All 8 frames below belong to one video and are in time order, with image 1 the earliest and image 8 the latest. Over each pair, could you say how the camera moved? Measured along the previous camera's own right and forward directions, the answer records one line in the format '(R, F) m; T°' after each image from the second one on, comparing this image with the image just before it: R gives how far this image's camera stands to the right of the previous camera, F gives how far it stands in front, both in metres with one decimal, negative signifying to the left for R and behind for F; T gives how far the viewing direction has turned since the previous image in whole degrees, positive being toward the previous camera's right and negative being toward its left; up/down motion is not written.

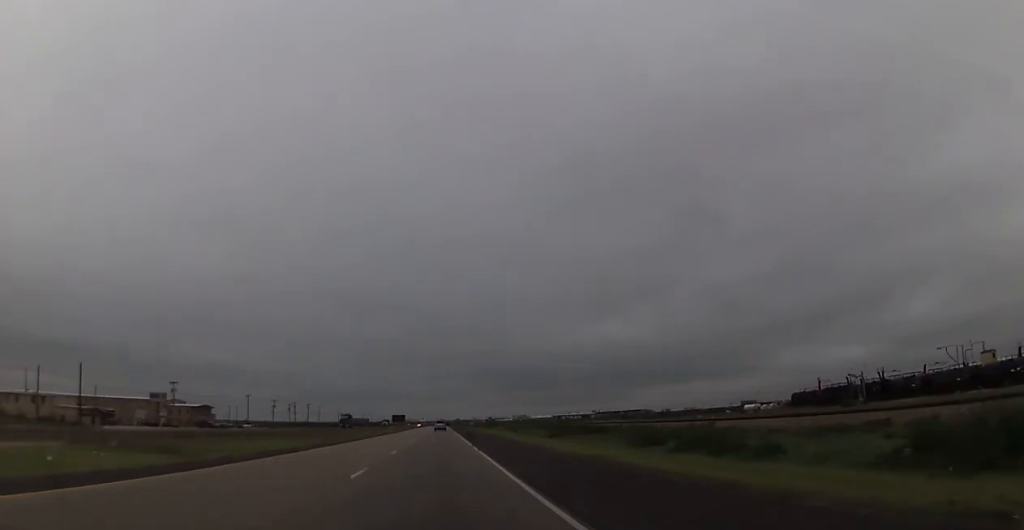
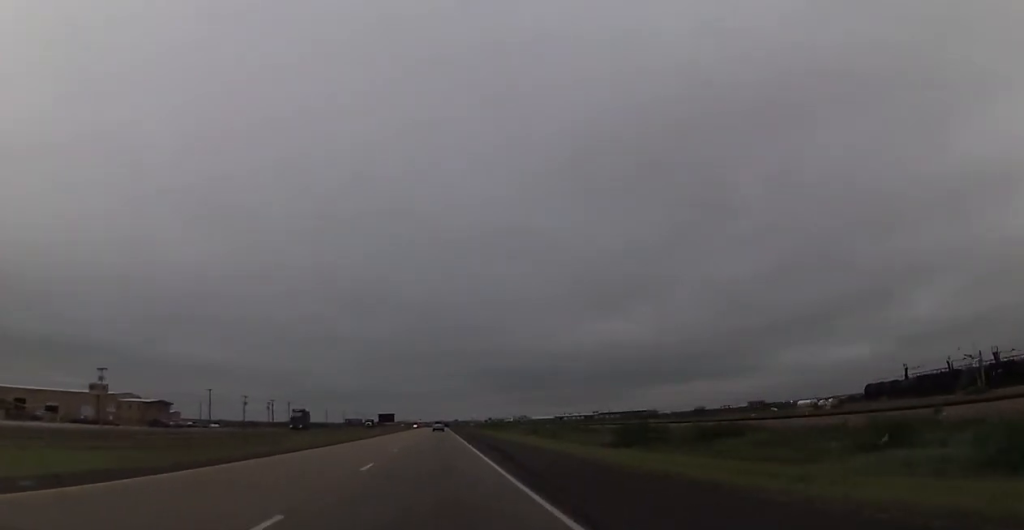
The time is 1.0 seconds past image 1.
(0.0, +34.2) m; 0°
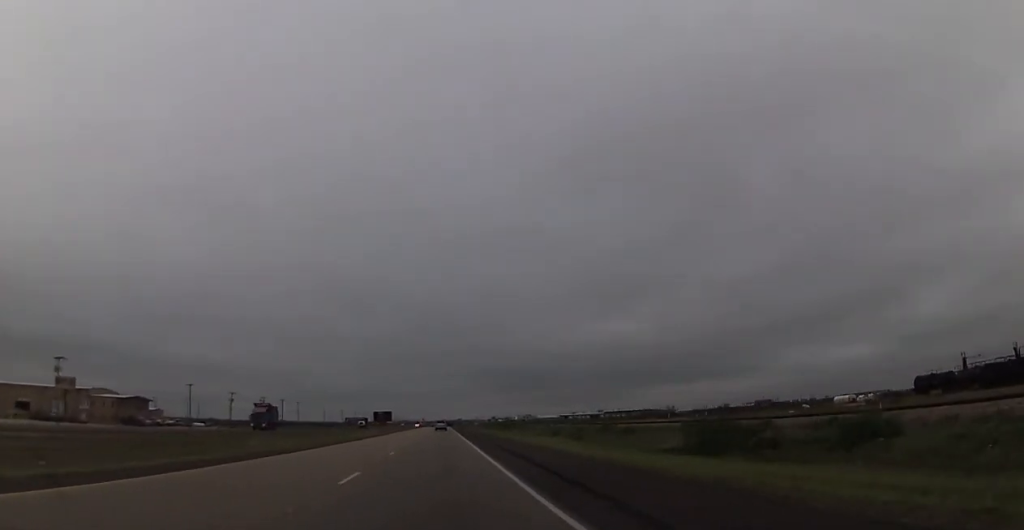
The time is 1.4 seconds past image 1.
(-0.2, +16.6) m; 0°
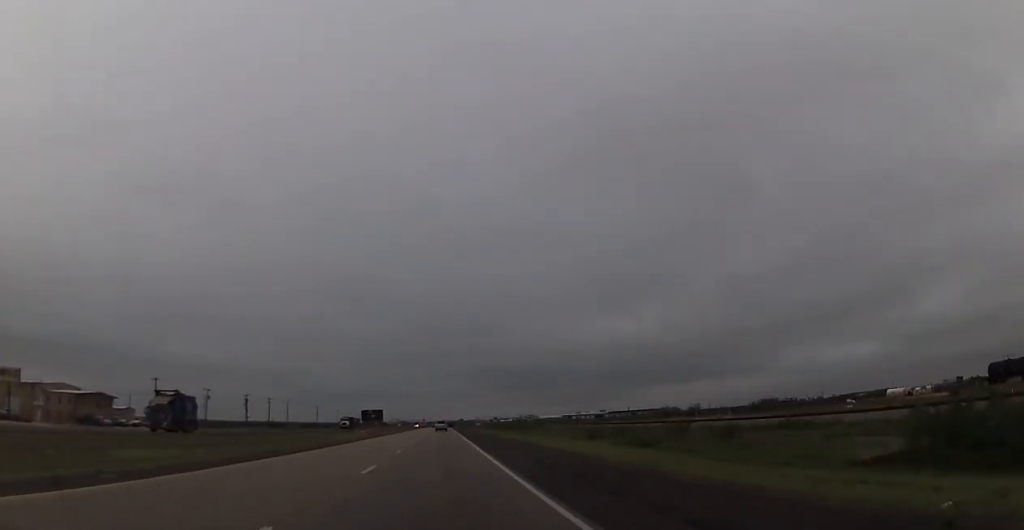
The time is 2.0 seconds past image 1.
(+0.2, +21.3) m; 0°
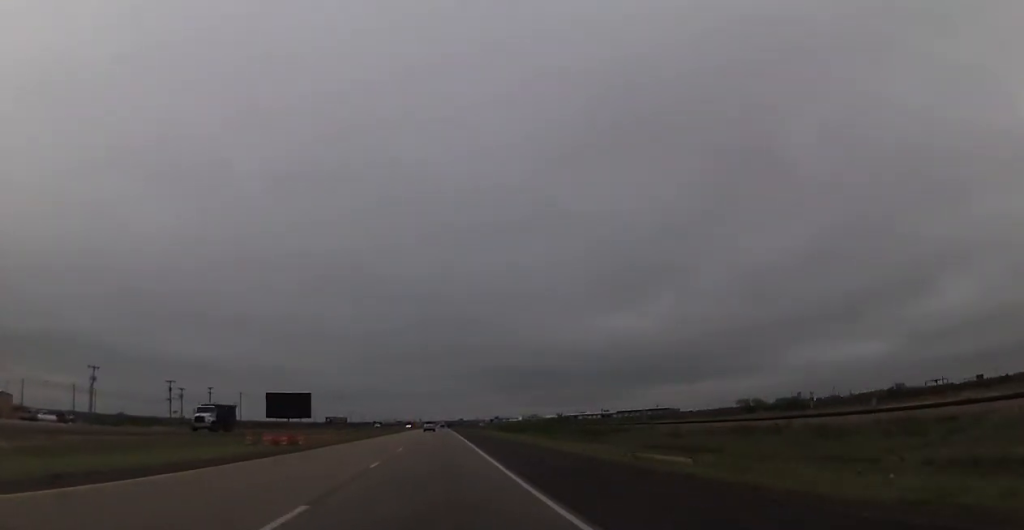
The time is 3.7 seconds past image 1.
(-0.3, +59.1) m; 0°
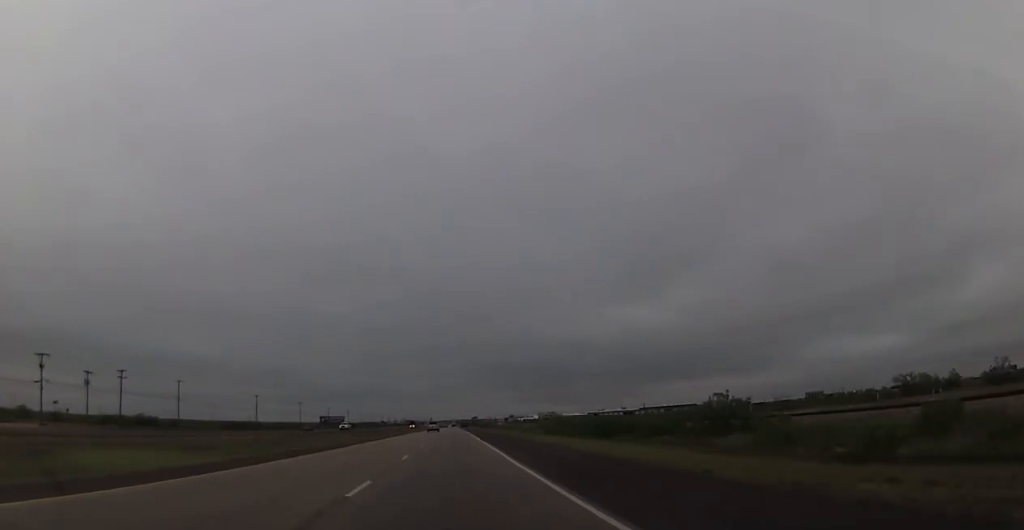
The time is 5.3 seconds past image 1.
(+0.3, +56.8) m; 0°
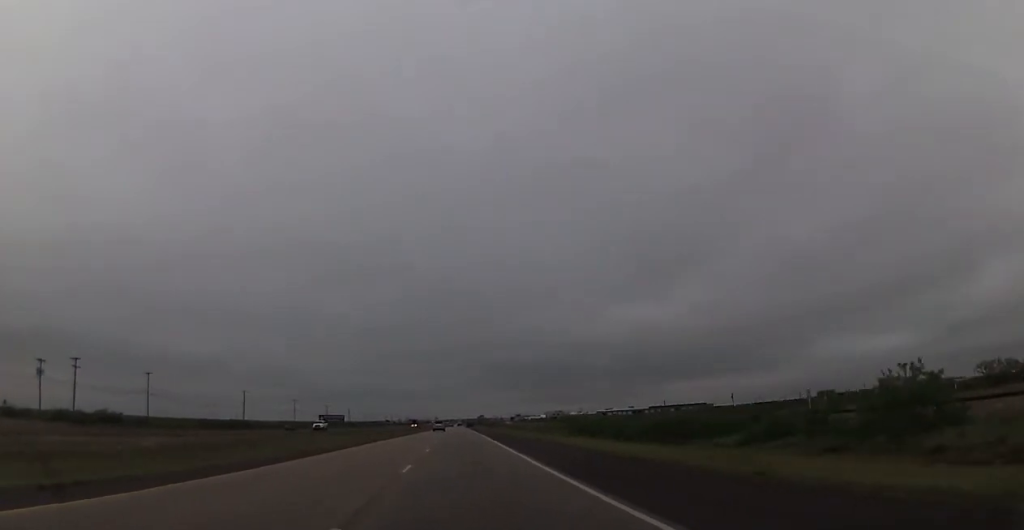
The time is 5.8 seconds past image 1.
(-0.1, +19.0) m; 0°
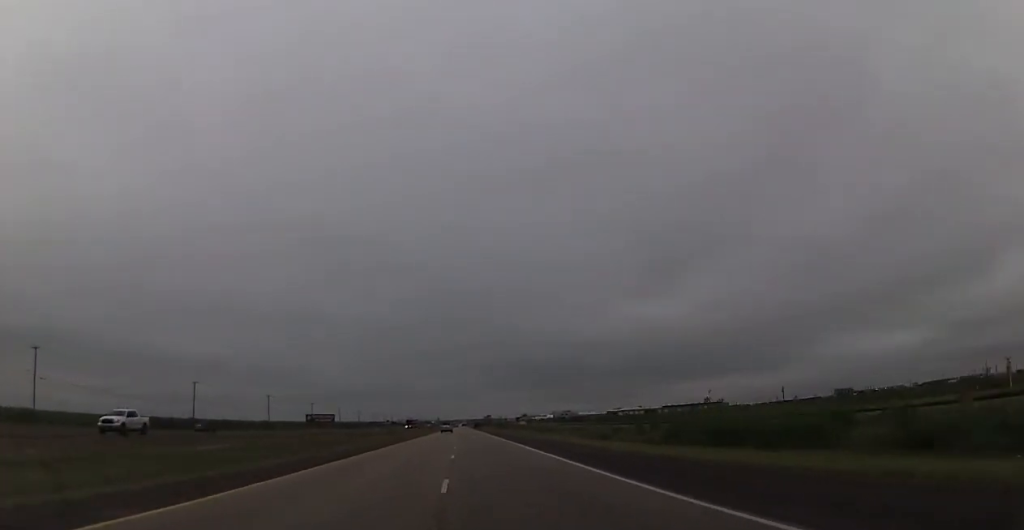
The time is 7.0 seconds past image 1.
(-0.2, +41.5) m; 0°
